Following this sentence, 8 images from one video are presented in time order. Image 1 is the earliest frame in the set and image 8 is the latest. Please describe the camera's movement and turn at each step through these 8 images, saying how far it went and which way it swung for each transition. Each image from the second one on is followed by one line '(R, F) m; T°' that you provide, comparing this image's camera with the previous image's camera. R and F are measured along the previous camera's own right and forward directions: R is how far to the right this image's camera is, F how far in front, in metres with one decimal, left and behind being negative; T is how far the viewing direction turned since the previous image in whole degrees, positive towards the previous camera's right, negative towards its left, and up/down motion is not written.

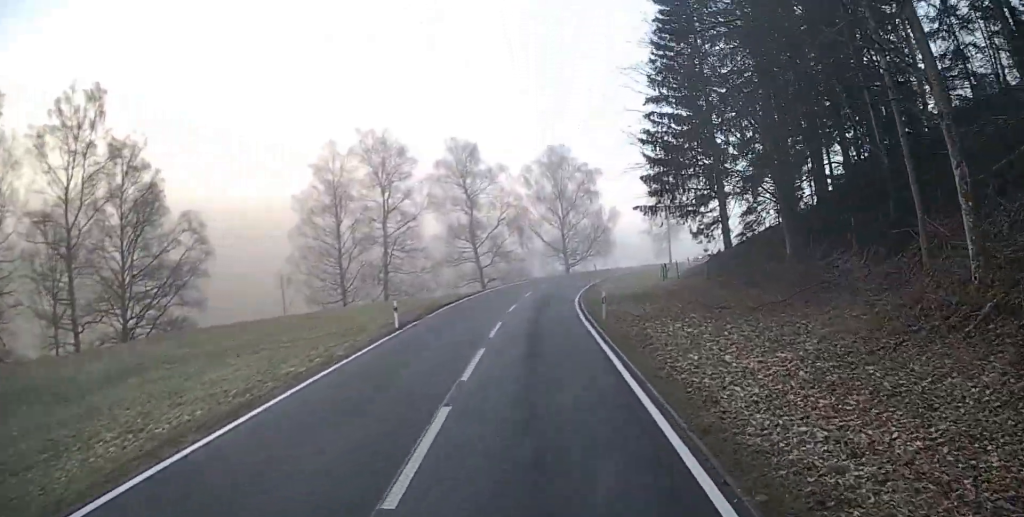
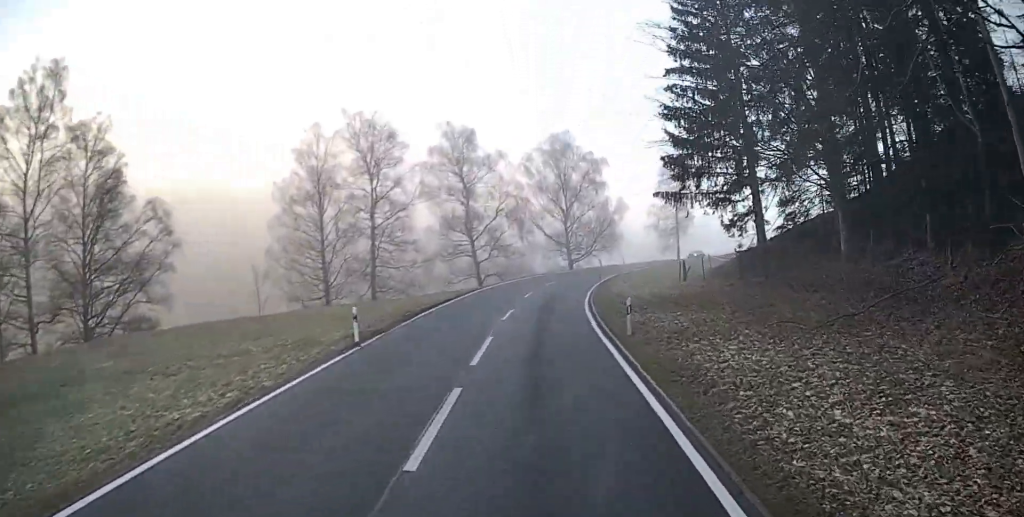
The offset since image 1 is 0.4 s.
(0.0, +4.6) m; -1°
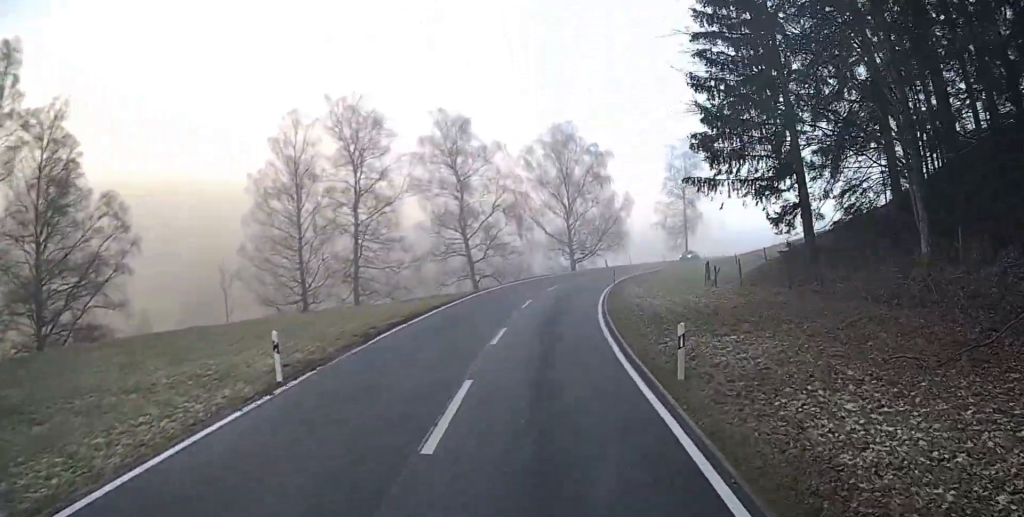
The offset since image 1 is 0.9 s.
(+0.1, +5.1) m; -2°
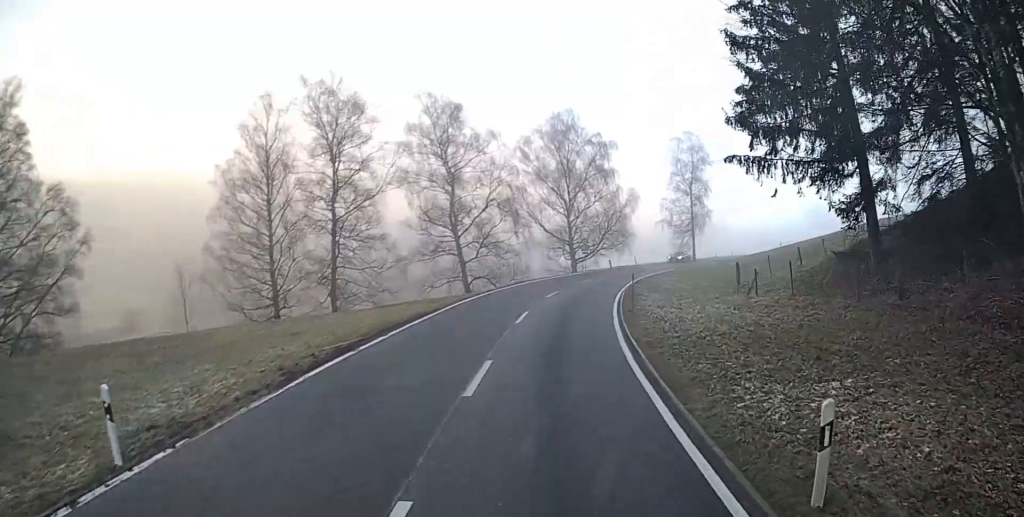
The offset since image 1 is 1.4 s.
(0.0, +5.2) m; -2°
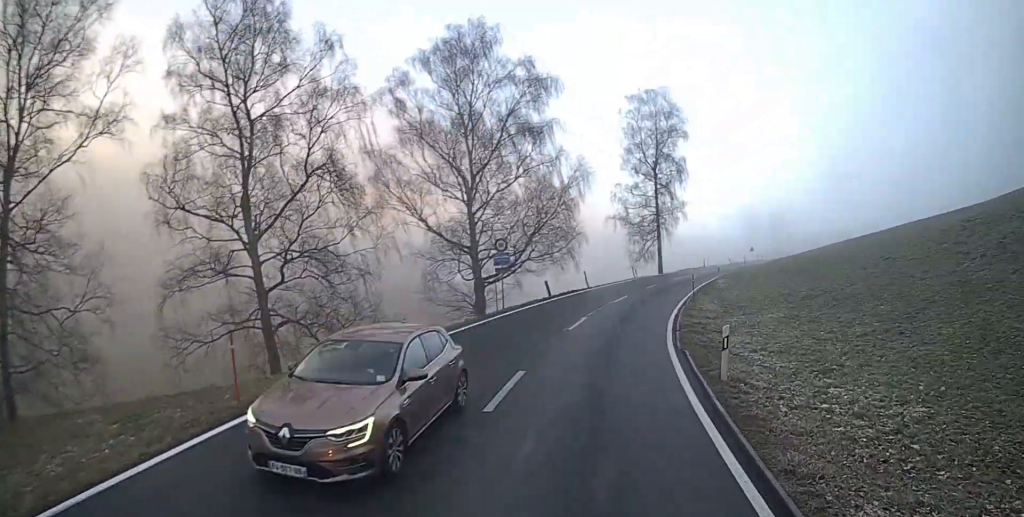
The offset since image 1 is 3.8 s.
(-0.9, +27.0) m; +1°
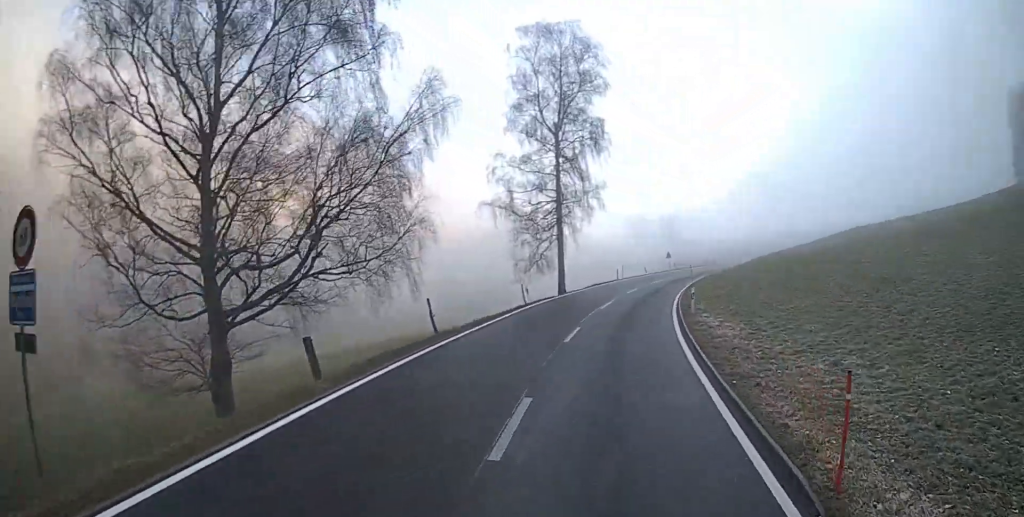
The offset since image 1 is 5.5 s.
(+1.3, +19.7) m; +10°
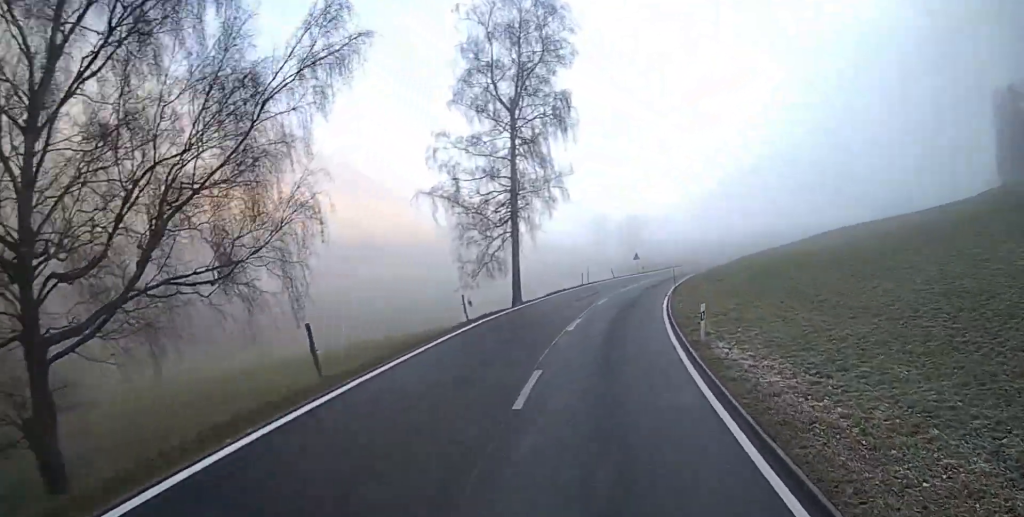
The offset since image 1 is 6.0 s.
(+0.3, +6.7) m; +5°
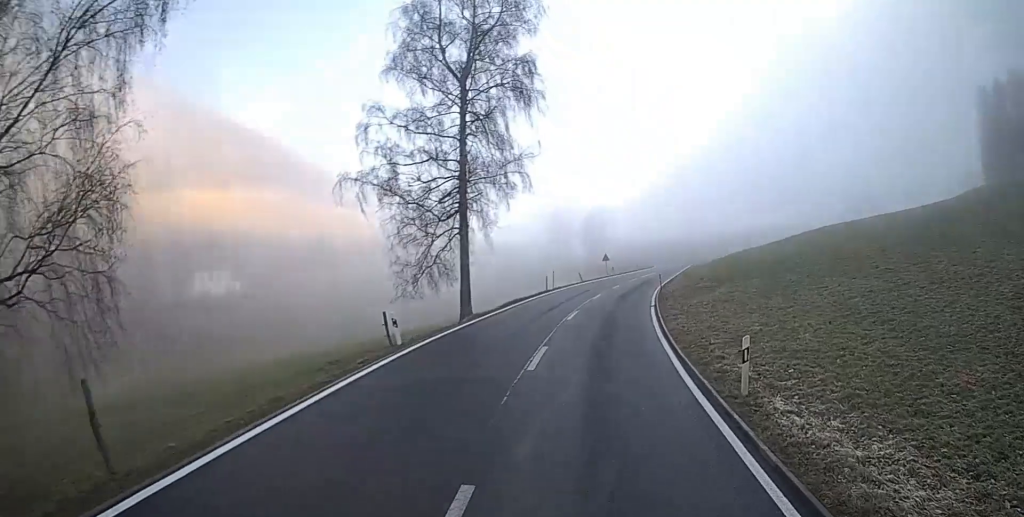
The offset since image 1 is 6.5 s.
(+0.2, +6.0) m; +3°
